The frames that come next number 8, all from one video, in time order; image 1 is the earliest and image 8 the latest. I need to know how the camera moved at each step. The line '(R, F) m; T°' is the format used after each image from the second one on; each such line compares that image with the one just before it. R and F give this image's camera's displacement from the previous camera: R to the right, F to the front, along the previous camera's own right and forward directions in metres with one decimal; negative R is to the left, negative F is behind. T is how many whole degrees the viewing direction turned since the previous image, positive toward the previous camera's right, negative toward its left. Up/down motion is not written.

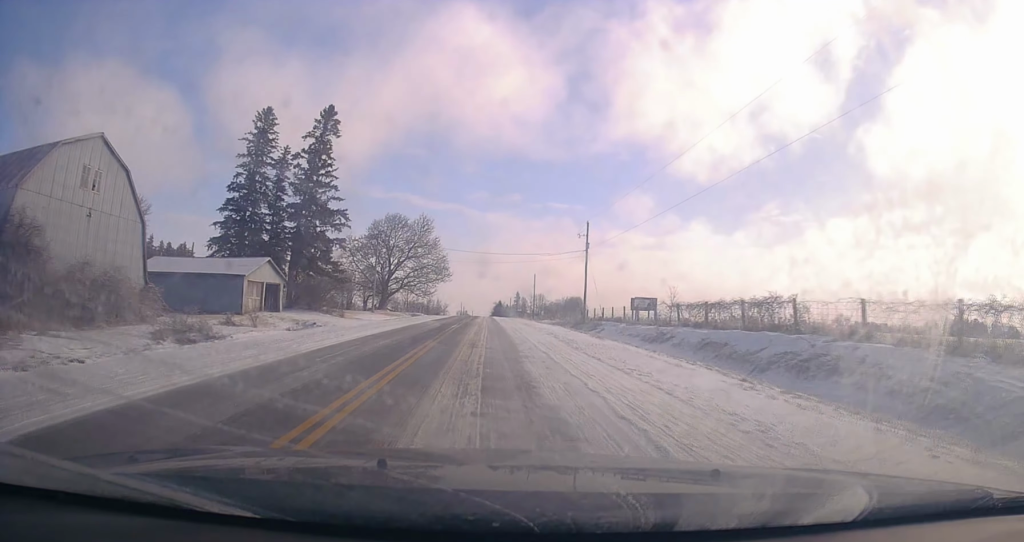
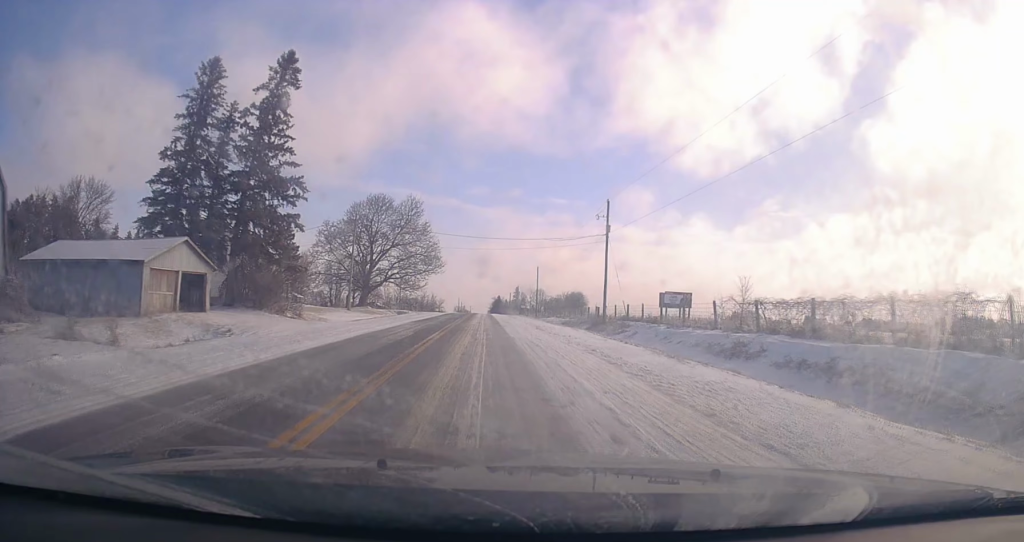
(0.0, +11.4) m; -1°
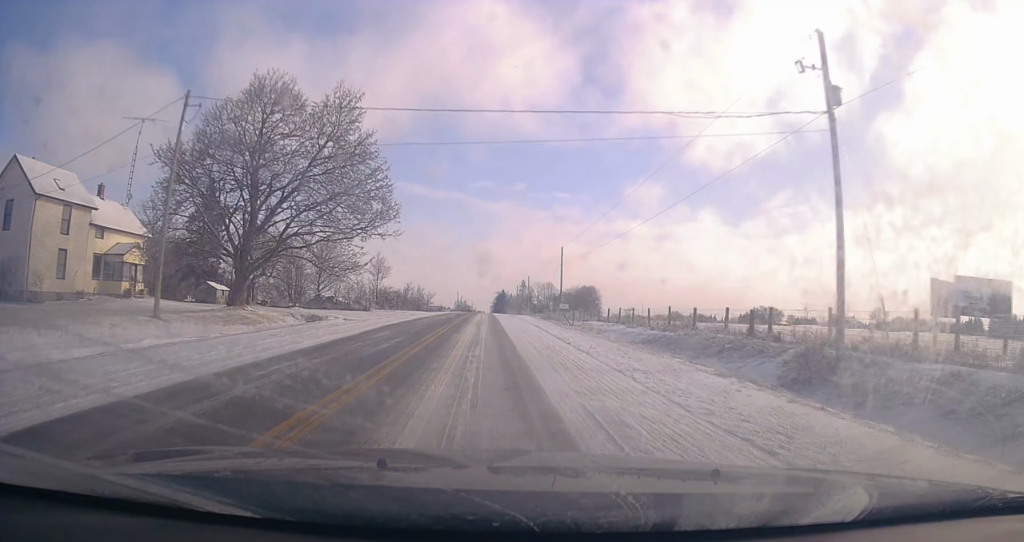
(-0.7, +35.1) m; 0°
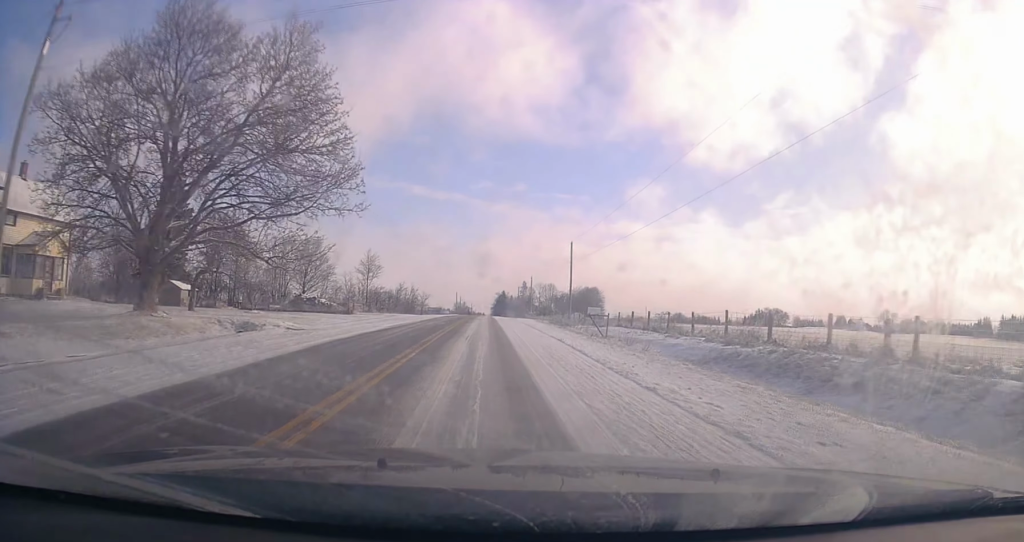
(+0.5, +9.7) m; 0°
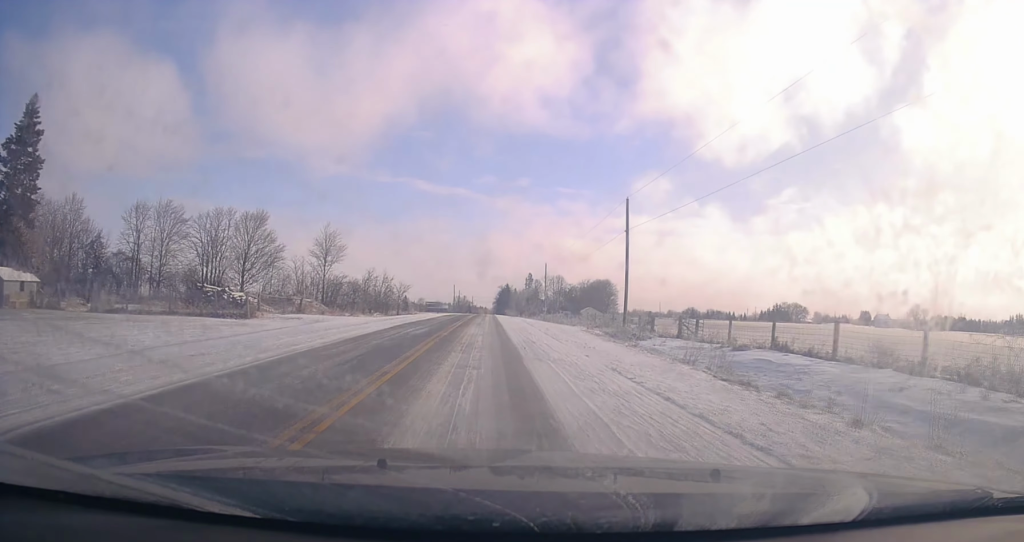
(-0.4, +29.3) m; -2°
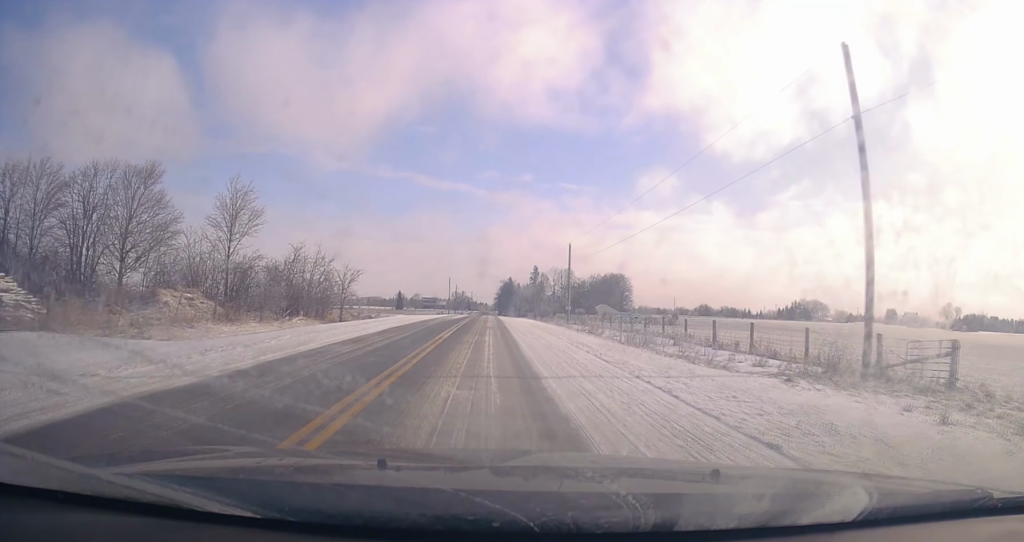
(+0.2, +30.0) m; +1°
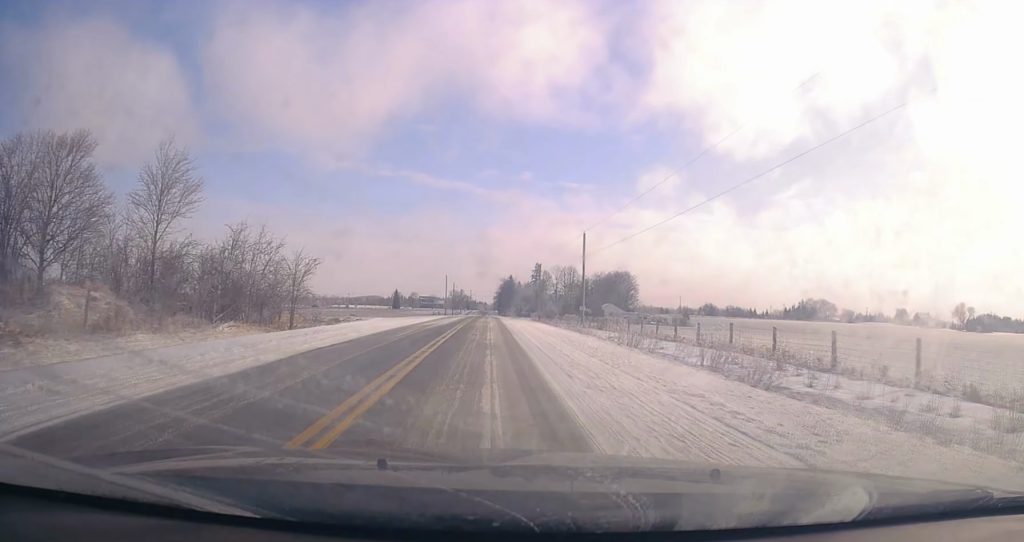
(+0.1, +11.9) m; 0°
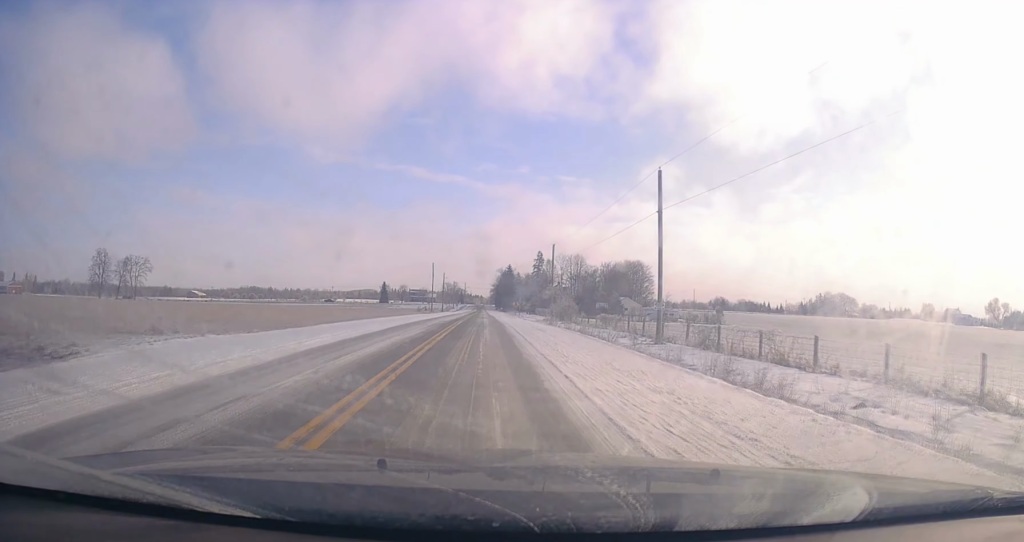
(-0.2, +30.6) m; +1°
